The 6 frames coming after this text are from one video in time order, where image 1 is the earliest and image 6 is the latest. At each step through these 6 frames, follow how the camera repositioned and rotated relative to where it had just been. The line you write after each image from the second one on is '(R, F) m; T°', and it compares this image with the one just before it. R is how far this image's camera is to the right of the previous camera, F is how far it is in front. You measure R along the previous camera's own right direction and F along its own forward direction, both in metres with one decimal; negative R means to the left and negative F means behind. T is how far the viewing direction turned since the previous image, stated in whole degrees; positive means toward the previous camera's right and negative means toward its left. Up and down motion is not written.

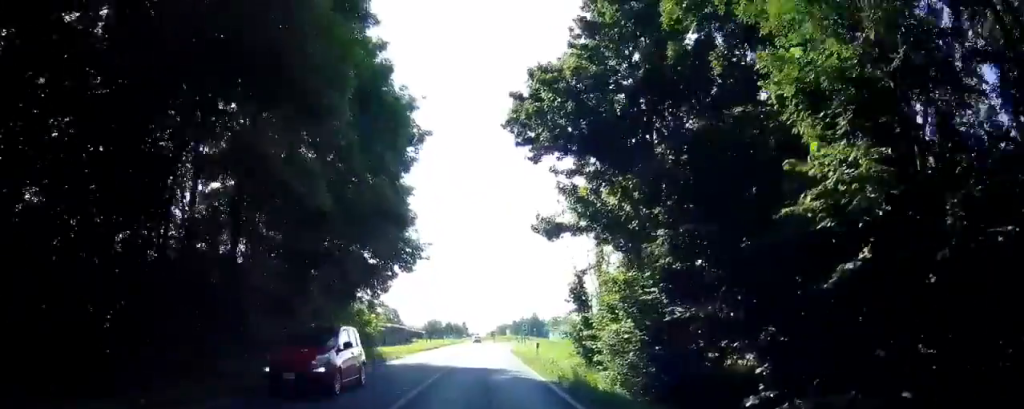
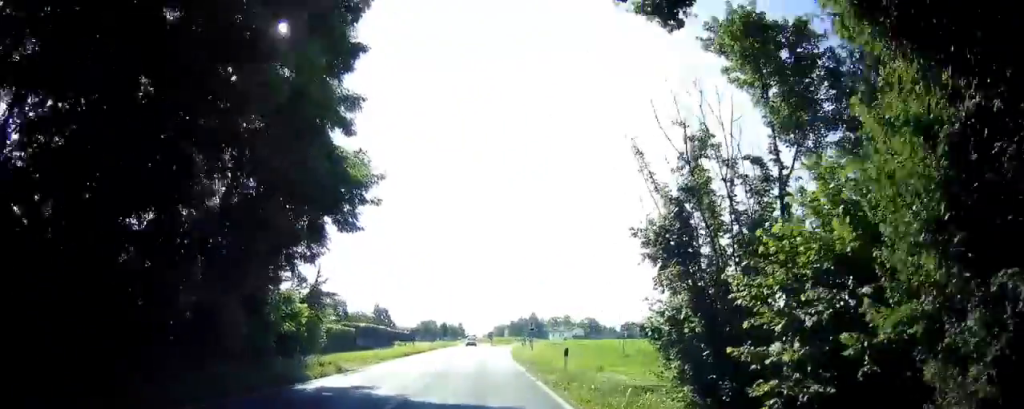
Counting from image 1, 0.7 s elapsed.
(-0.1, +11.0) m; 0°
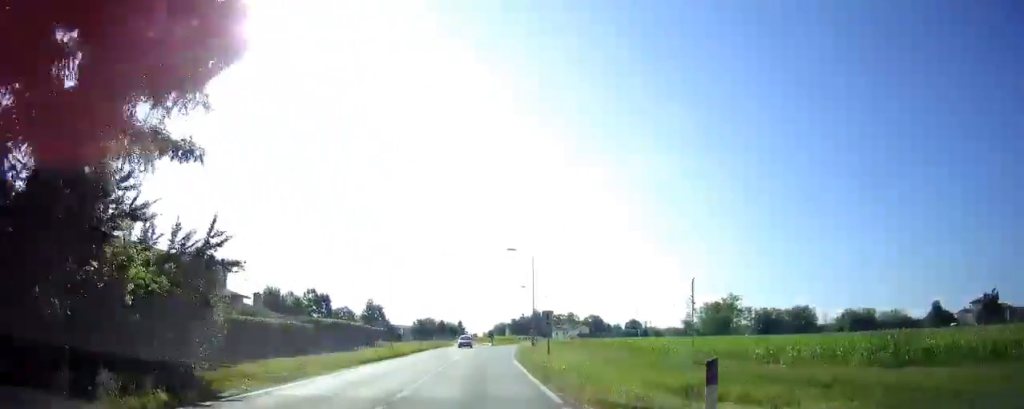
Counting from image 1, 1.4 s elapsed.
(-0.2, +10.3) m; +1°
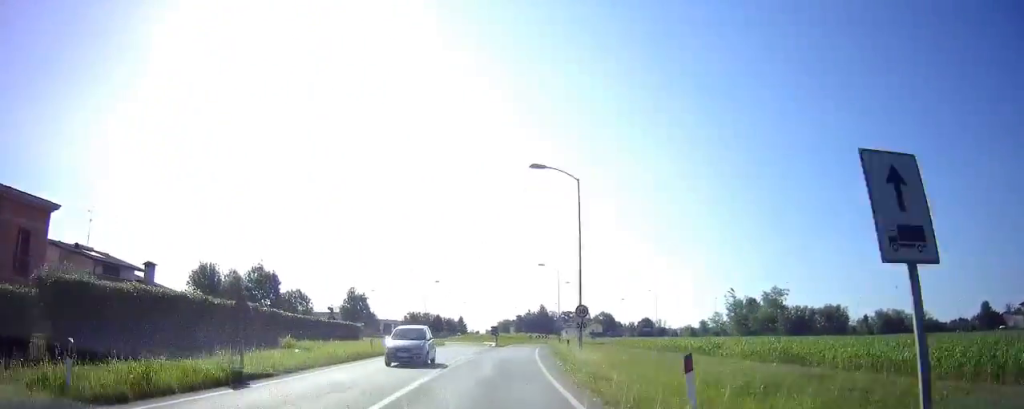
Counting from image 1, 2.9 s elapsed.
(+0.5, +22.7) m; +1°
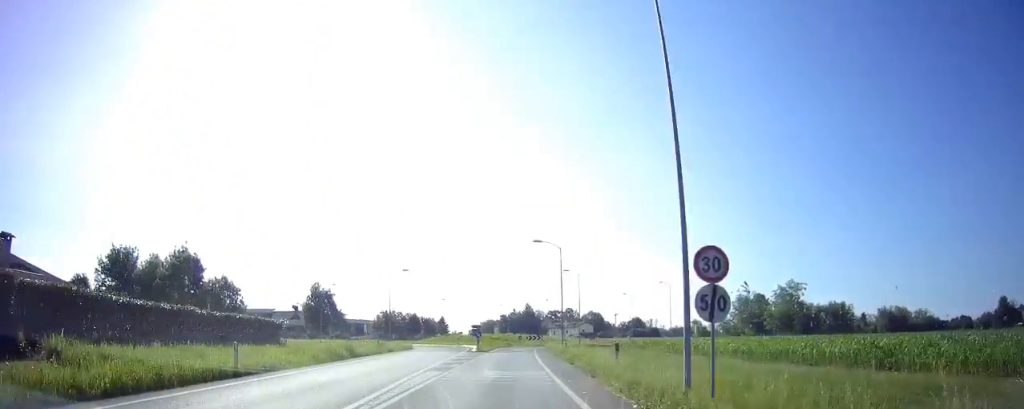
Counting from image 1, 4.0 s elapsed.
(+0.1, +13.6) m; +2°
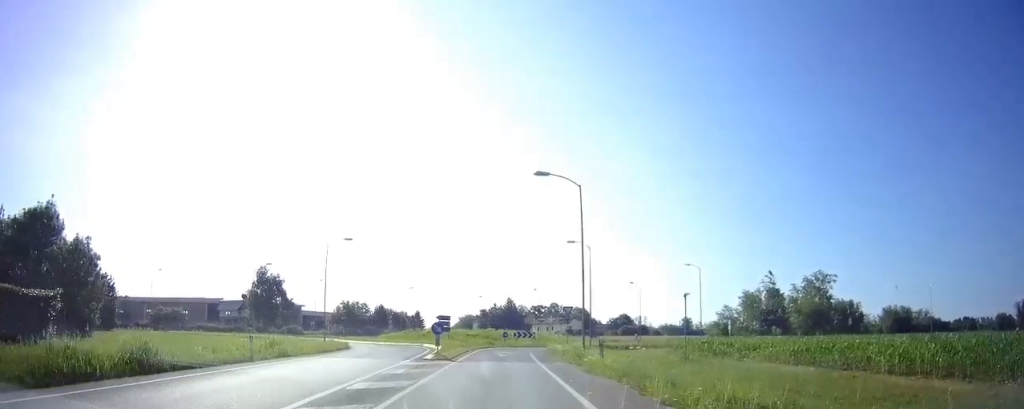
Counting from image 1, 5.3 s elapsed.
(+0.5, +15.5) m; +1°
